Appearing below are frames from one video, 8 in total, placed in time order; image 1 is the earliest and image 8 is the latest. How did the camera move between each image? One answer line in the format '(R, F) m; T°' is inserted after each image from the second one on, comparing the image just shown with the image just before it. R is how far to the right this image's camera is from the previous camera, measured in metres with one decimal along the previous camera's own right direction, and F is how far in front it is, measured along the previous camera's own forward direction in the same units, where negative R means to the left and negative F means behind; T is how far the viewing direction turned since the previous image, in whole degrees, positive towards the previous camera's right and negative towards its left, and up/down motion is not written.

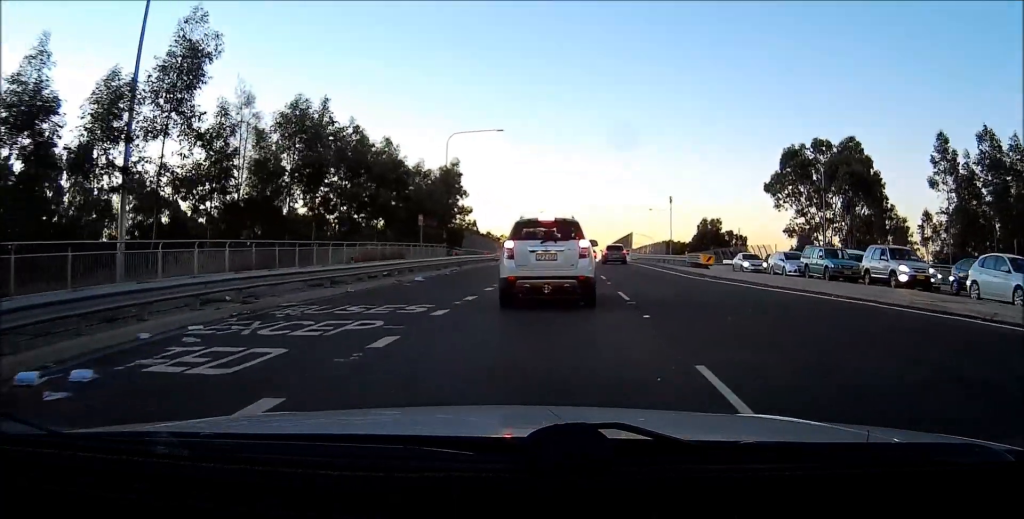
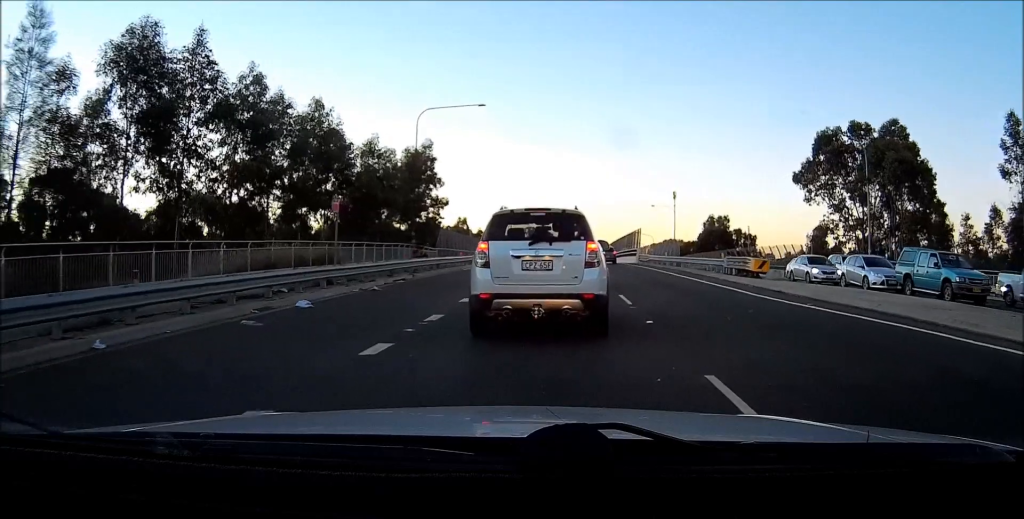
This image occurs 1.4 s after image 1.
(+0.1, +13.0) m; 0°
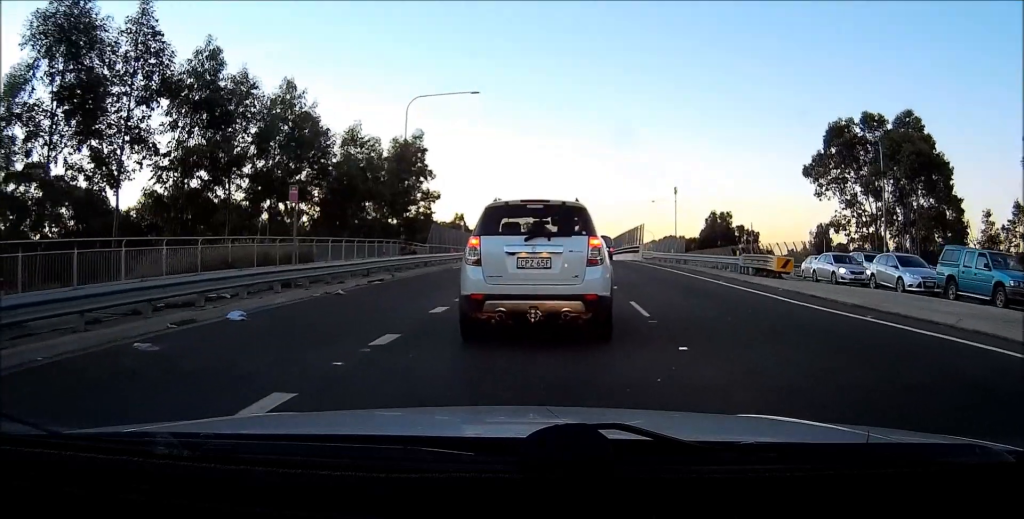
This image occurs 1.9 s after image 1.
(0.0, +4.1) m; 0°
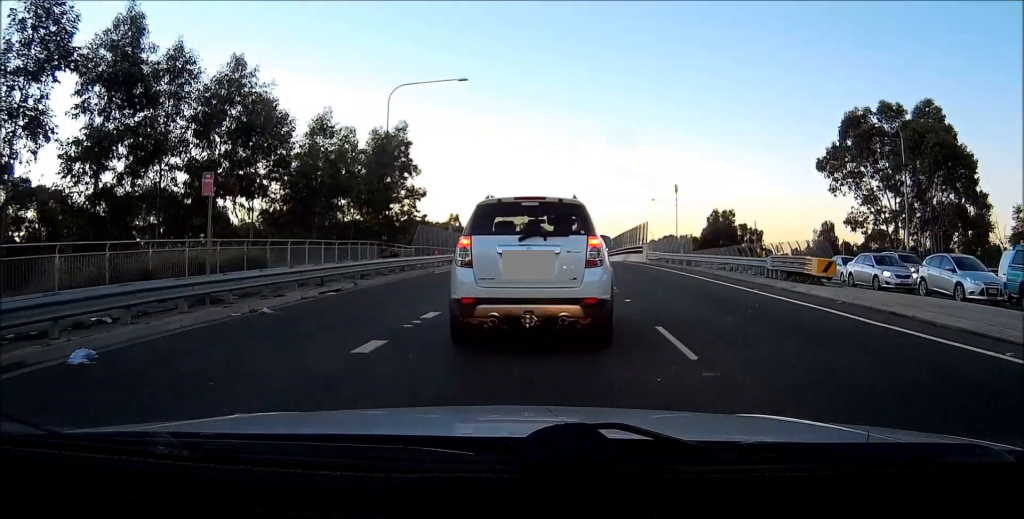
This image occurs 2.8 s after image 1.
(0.0, +5.7) m; +1°
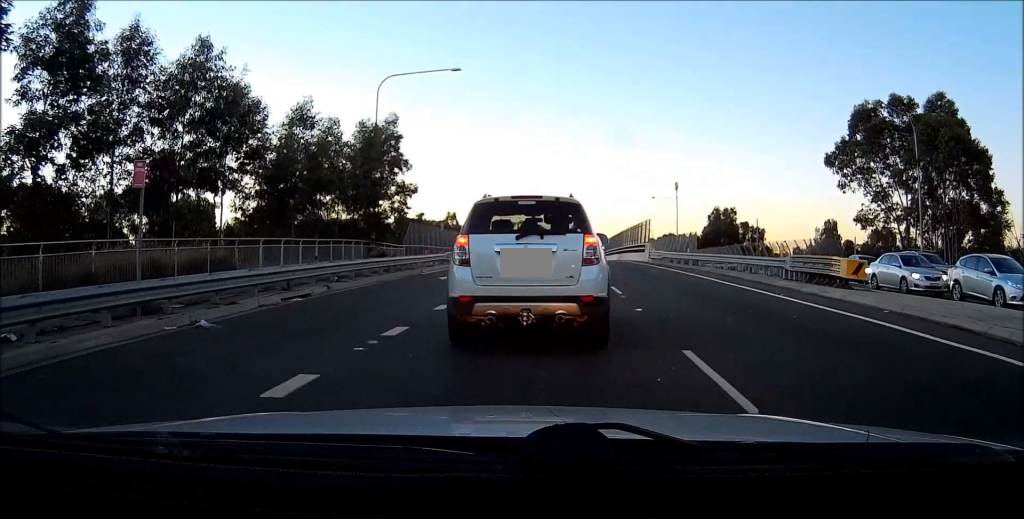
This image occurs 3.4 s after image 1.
(0.0, +3.2) m; +1°
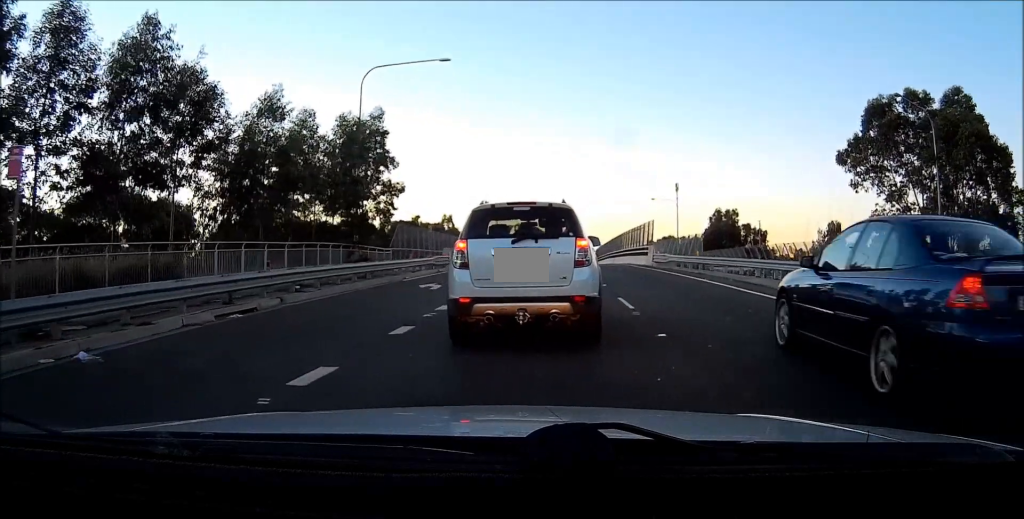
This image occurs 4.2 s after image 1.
(+0.1, +3.8) m; +1°
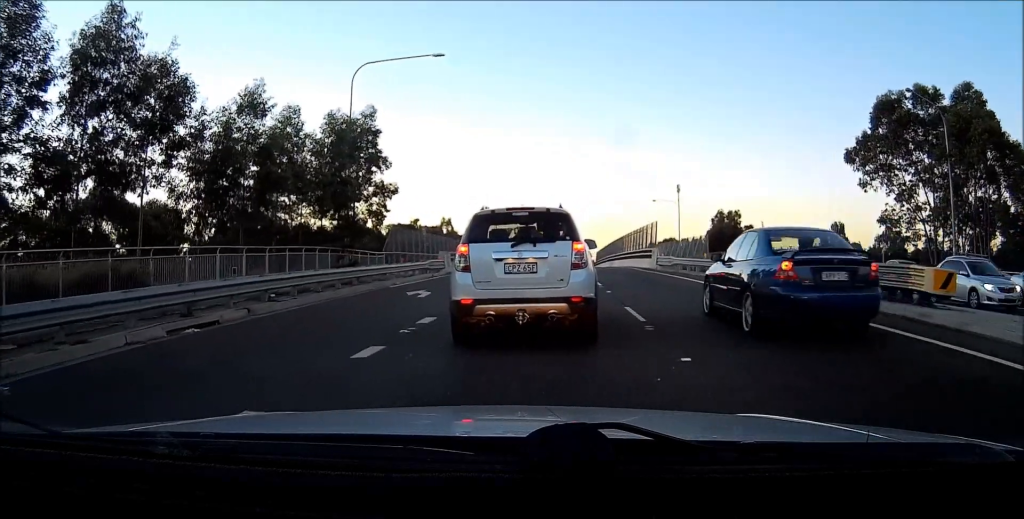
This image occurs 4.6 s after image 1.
(0.0, +2.0) m; 0°
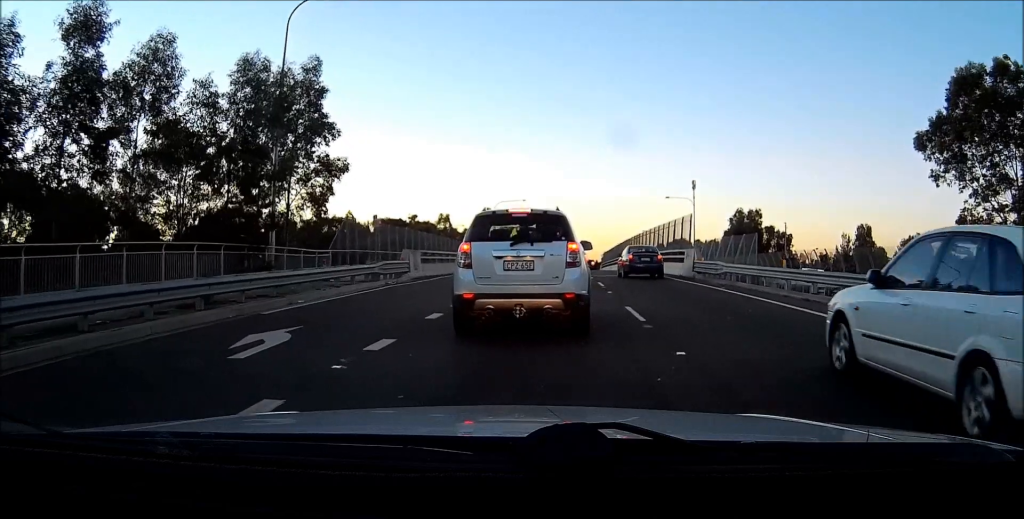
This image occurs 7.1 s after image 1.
(0.0, +11.6) m; +1°
